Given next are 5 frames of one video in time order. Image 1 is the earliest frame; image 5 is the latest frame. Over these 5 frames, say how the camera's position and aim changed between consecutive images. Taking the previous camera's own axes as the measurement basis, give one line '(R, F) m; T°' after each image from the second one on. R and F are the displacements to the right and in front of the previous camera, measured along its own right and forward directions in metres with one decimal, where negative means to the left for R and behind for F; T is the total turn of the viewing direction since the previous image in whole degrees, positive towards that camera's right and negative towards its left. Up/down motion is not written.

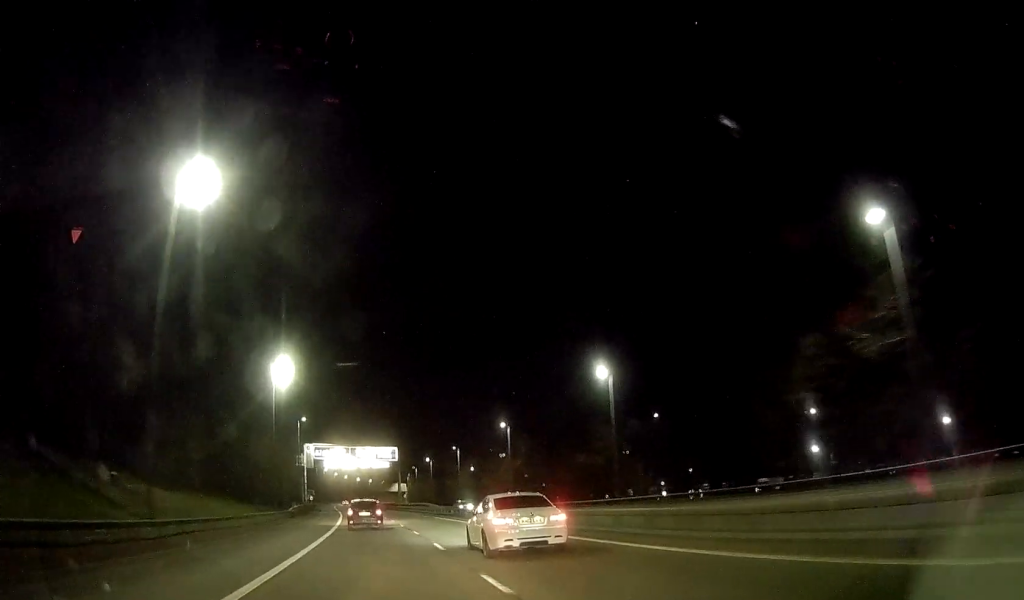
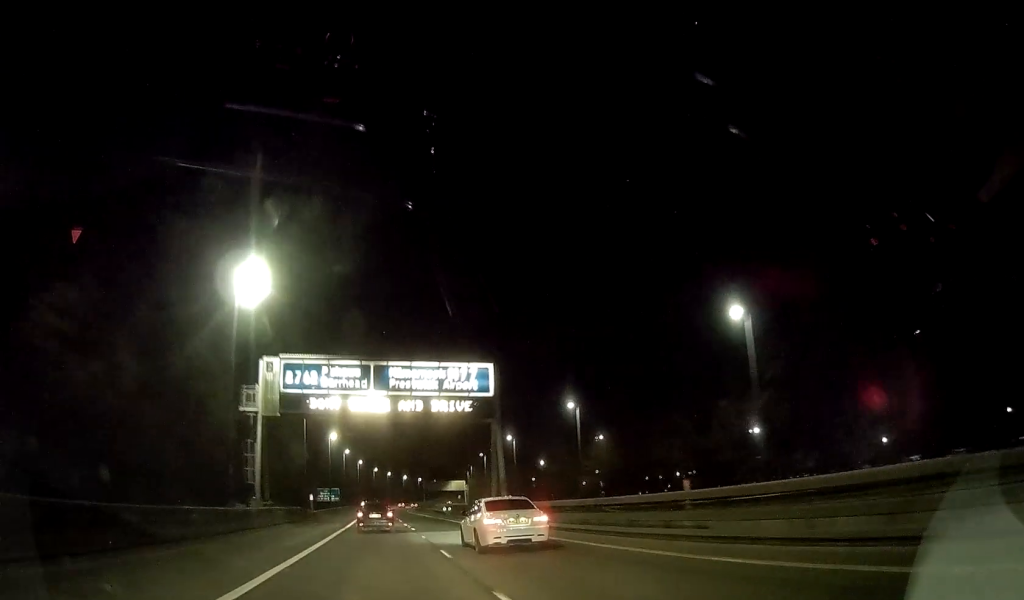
(-2.7, +56.4) m; -5°
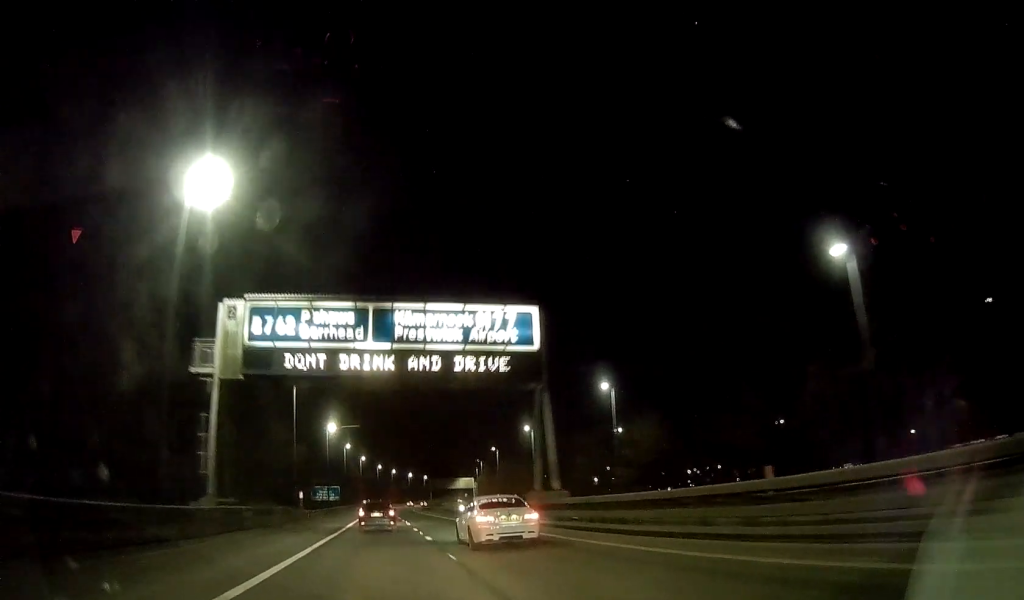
(-0.1, +10.5) m; -1°
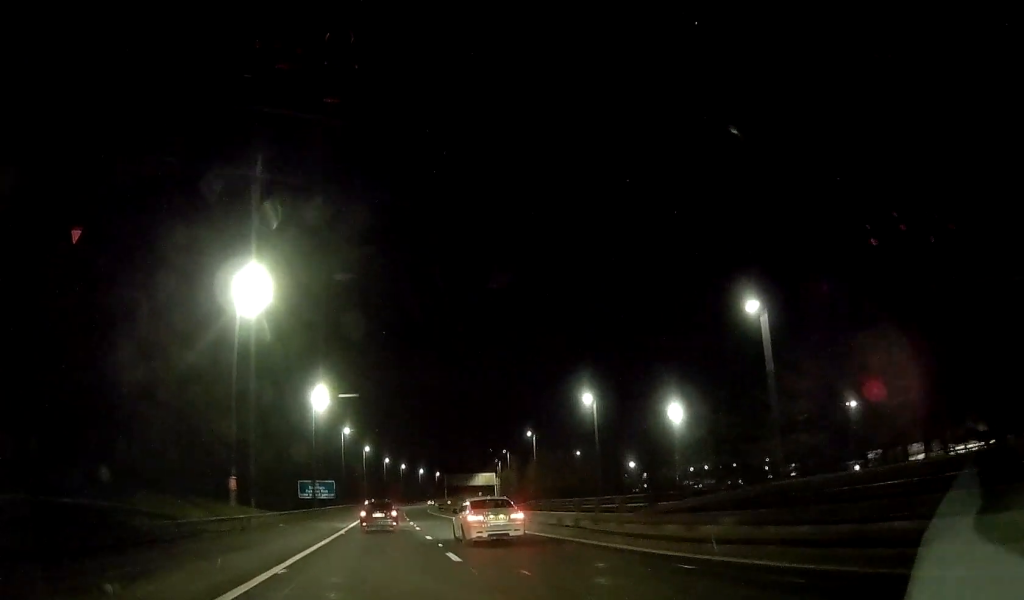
(-0.3, +26.3) m; -2°
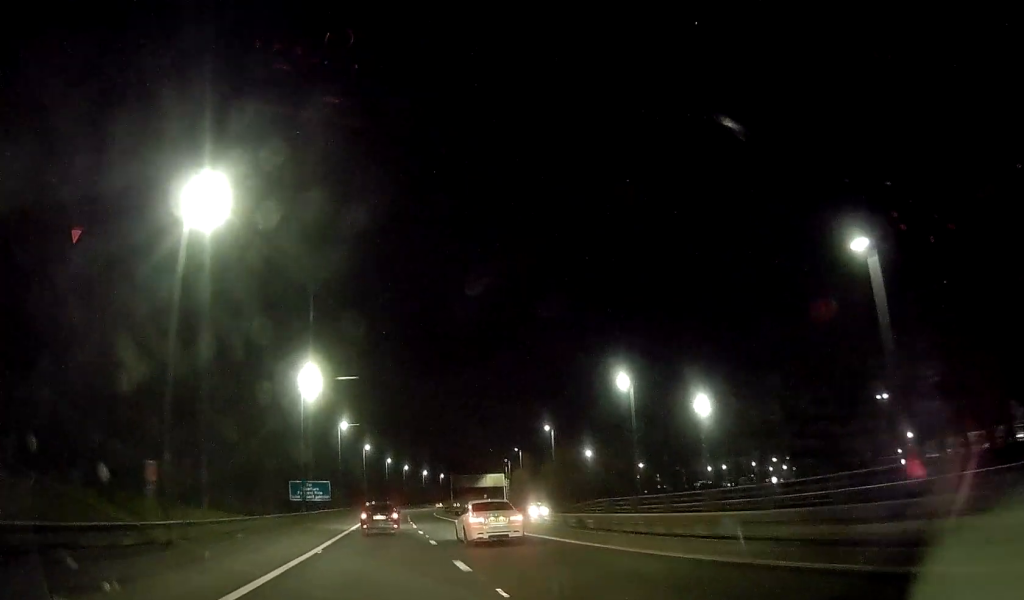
(-0.1, +10.6) m; 0°
